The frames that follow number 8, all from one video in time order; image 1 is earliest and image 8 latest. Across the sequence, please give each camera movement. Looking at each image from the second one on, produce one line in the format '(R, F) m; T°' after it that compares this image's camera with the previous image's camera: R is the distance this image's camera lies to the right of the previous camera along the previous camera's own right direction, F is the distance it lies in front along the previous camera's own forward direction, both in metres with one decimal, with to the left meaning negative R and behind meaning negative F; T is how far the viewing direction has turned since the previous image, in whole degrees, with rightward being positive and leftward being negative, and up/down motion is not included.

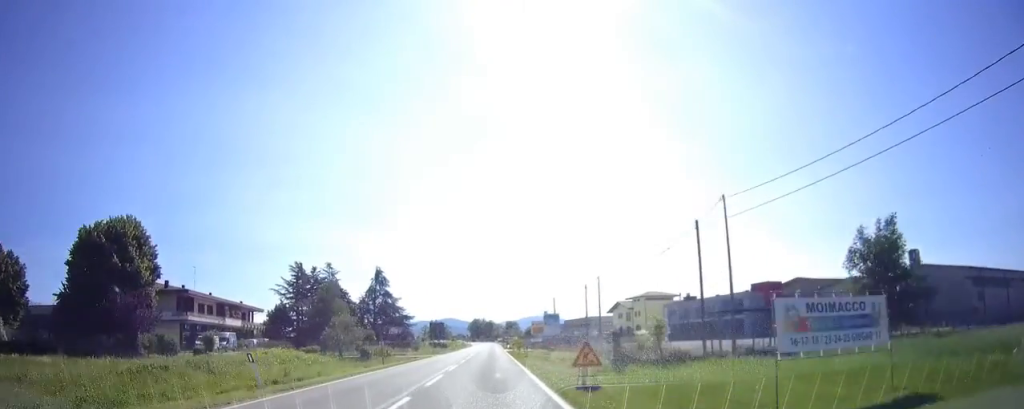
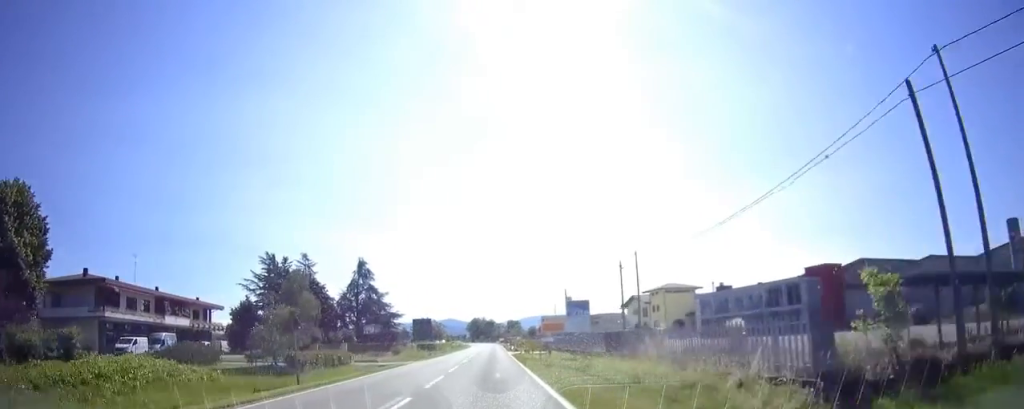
(0.0, +15.0) m; -1°
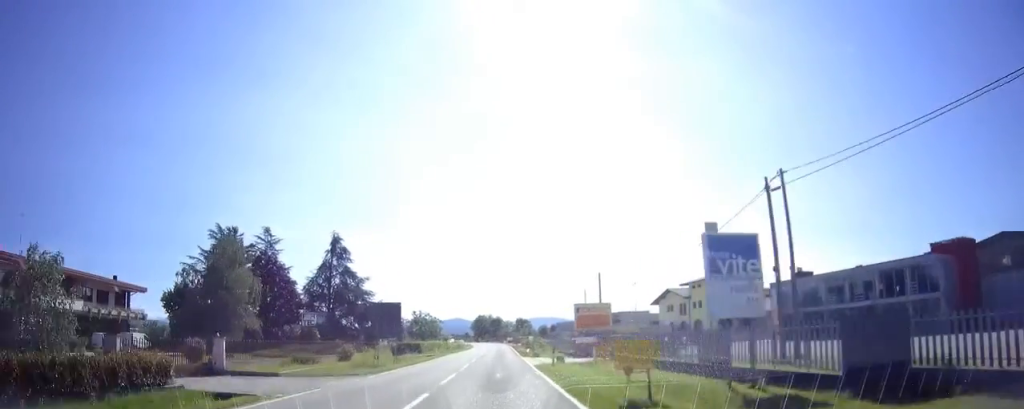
(-0.2, +21.8) m; 0°
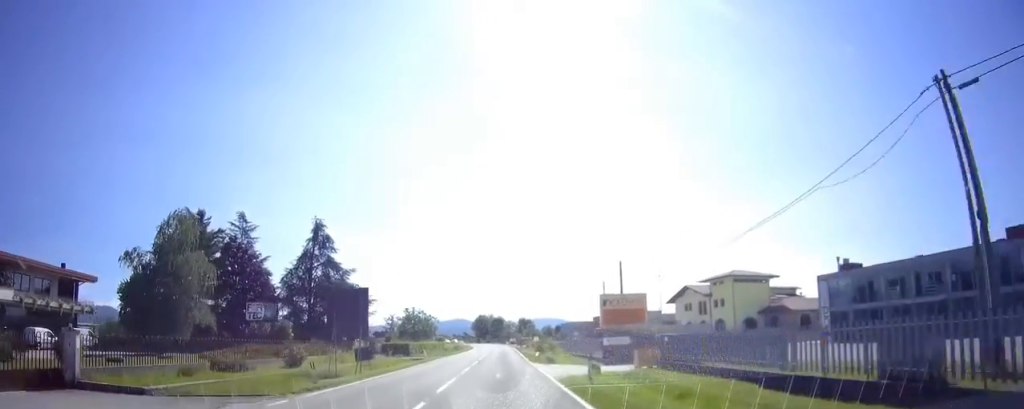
(+0.1, +9.4) m; 0°
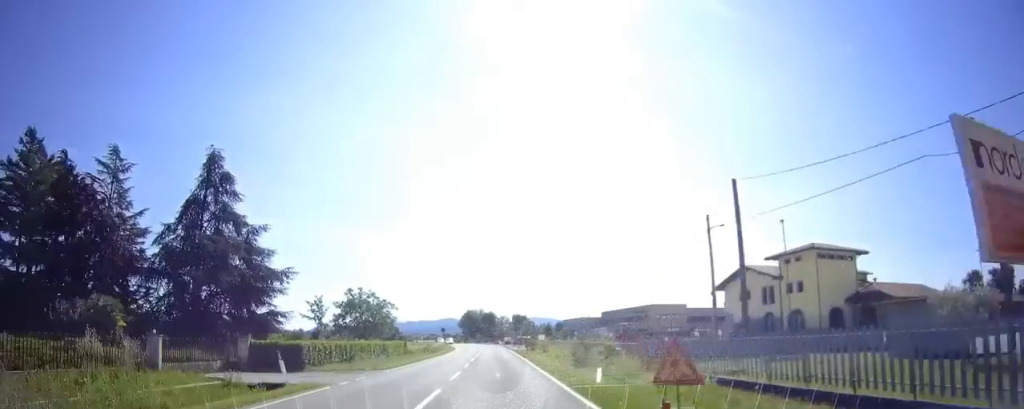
(+0.1, +27.0) m; 0°
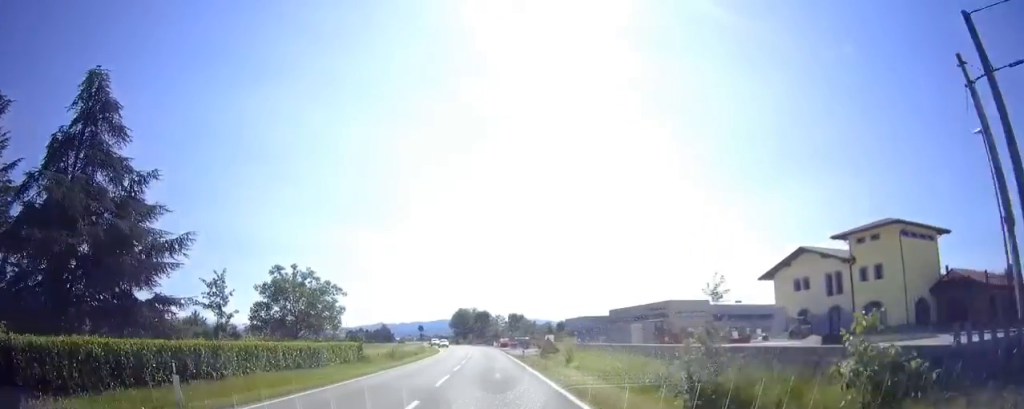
(0.0, +16.2) m; 0°
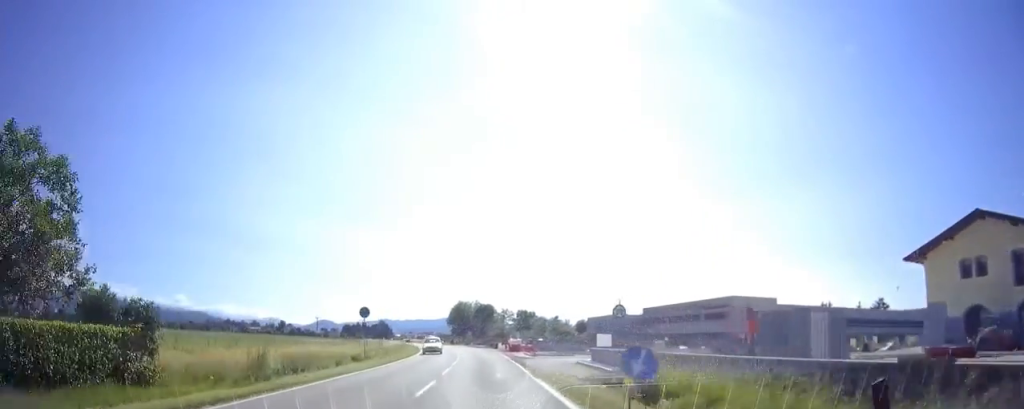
(0.0, +25.7) m; -1°
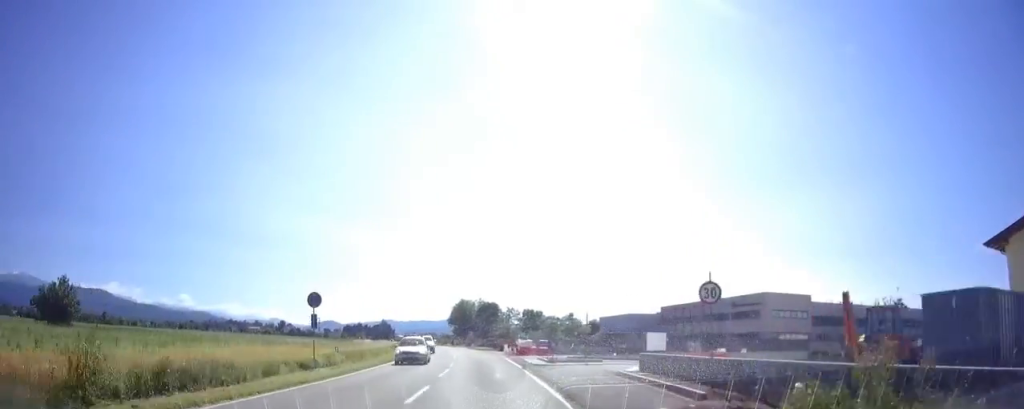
(+0.1, +8.8) m; -1°
